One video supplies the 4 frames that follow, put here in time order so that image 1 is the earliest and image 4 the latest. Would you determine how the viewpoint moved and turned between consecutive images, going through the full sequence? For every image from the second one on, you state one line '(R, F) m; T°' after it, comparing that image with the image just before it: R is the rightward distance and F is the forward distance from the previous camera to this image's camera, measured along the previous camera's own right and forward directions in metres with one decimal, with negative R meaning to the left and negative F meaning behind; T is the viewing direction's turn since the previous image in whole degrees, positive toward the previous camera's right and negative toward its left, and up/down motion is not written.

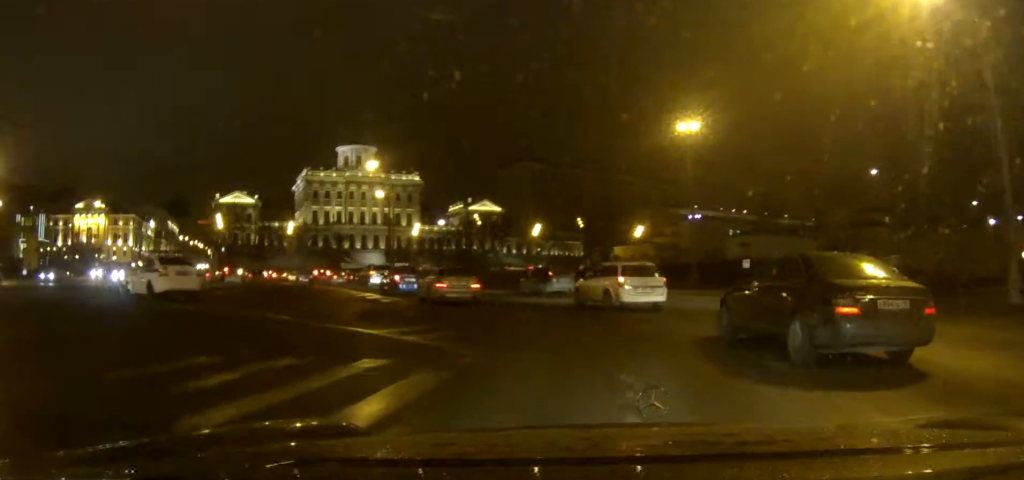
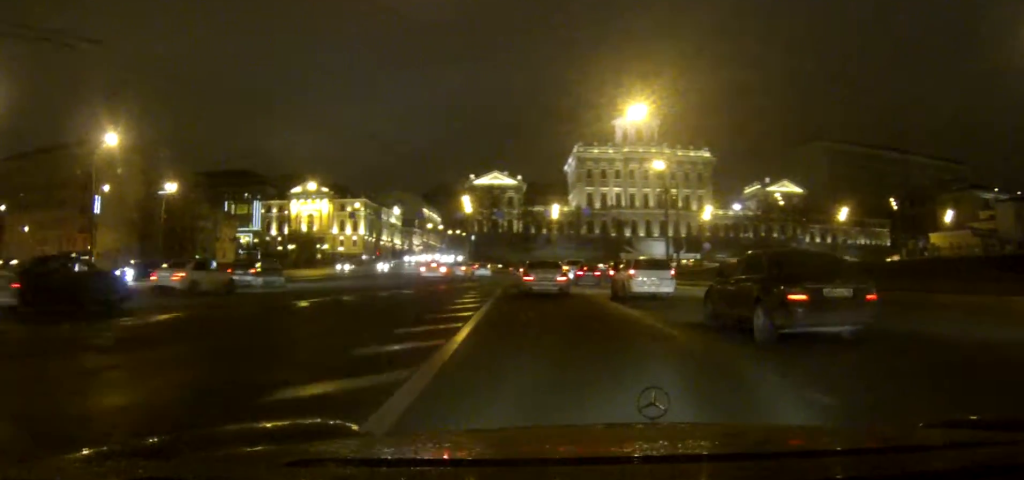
(-5.3, +29.1) m; -22°
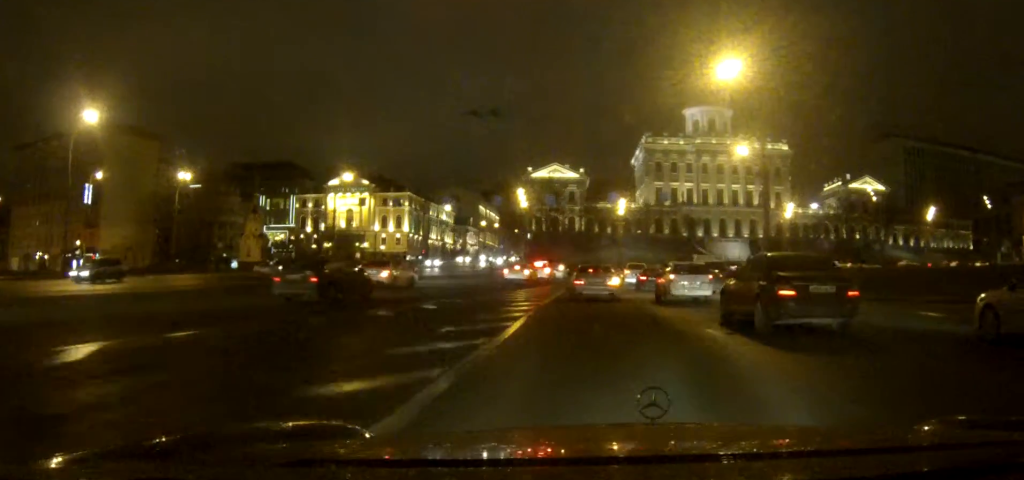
(-1.1, +16.1) m; -6°
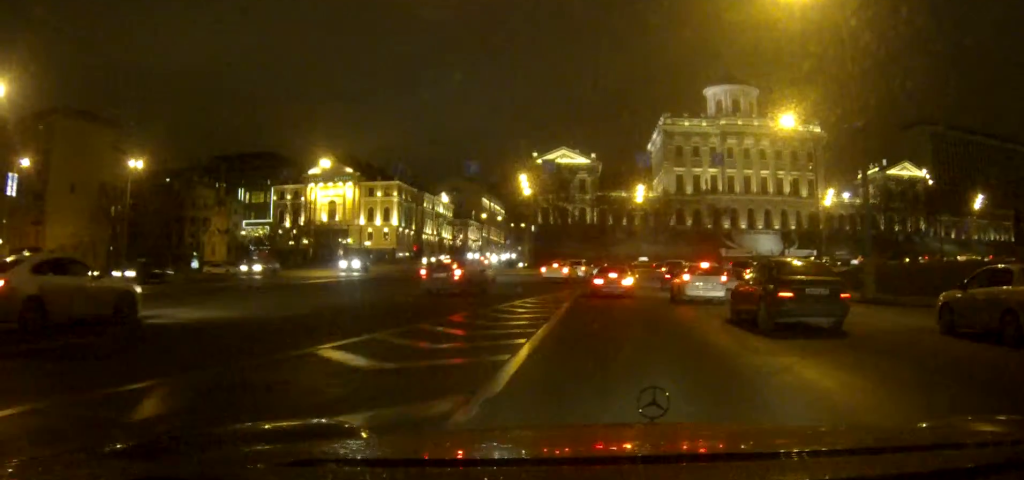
(-0.3, +17.4) m; -1°
